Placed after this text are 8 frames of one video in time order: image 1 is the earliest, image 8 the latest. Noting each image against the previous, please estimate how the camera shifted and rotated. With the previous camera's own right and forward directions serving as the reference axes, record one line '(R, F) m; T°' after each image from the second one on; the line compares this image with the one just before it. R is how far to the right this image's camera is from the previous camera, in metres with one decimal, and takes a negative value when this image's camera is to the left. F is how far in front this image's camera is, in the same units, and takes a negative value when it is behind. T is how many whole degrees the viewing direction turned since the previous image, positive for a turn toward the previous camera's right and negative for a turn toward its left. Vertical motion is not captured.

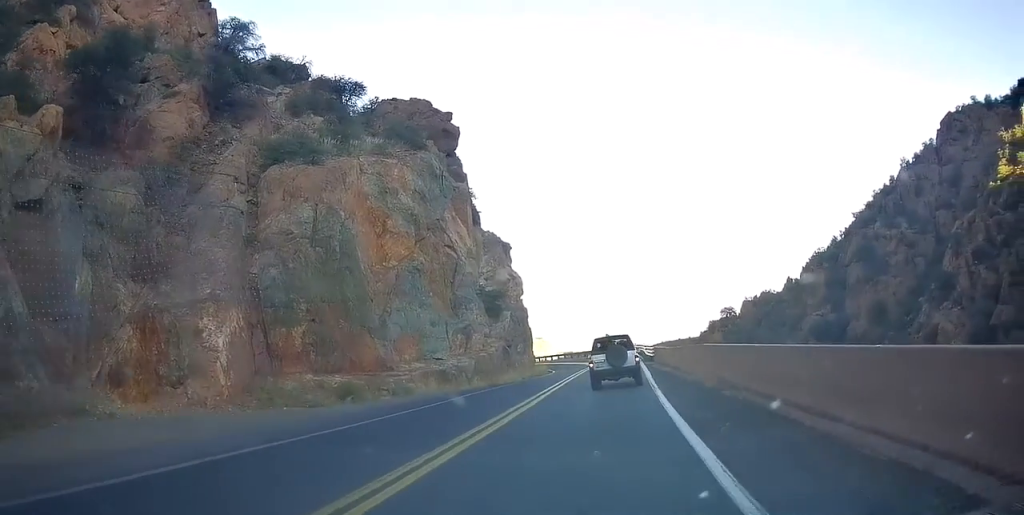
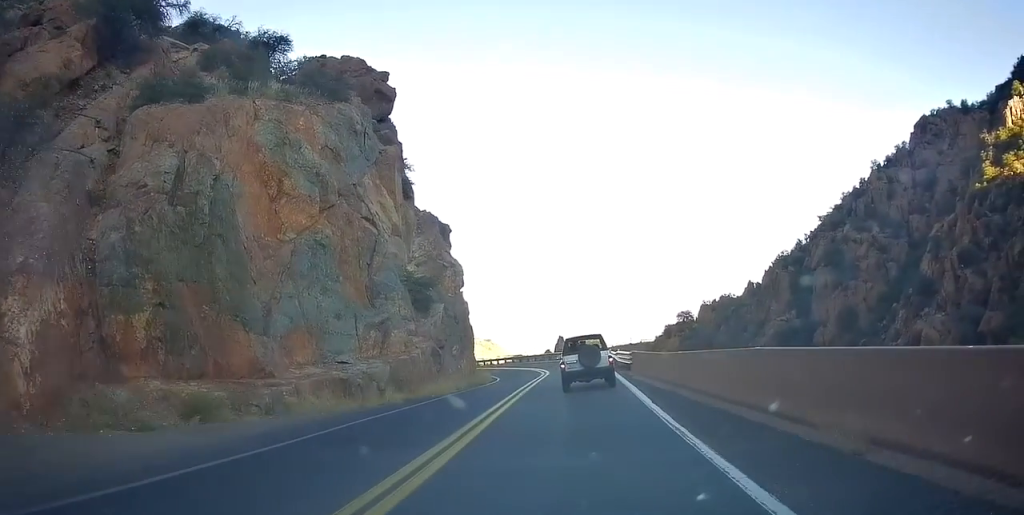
(+0.2, +8.6) m; +5°
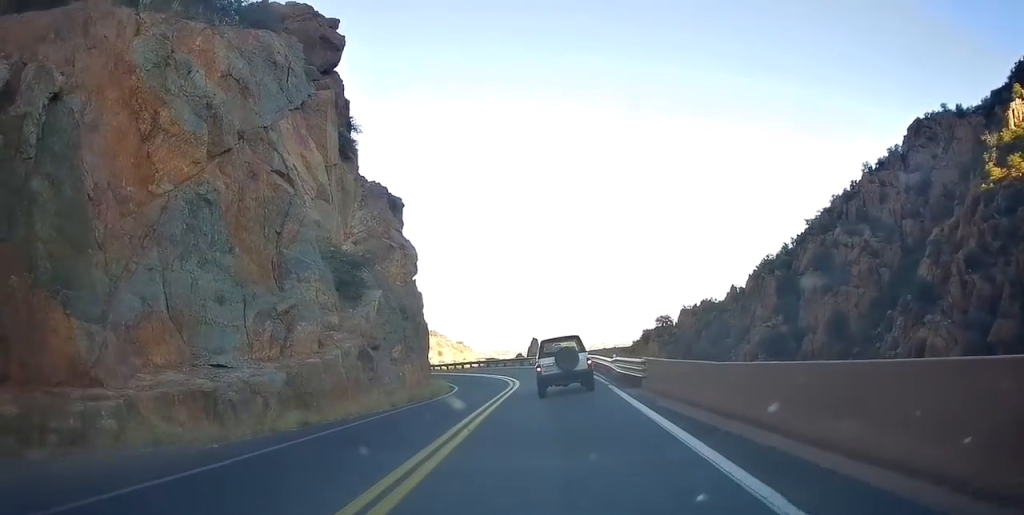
(+0.5, +8.6) m; +5°
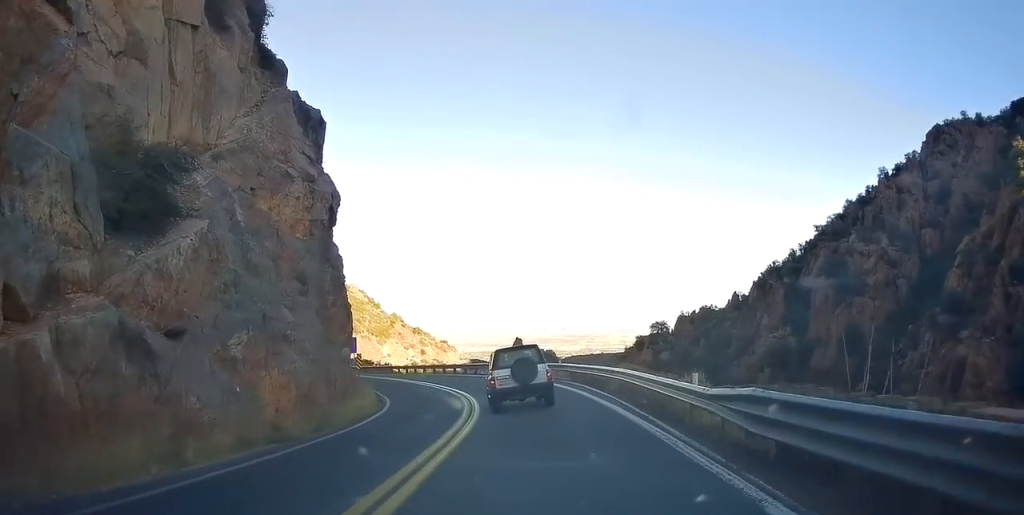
(+0.8, +14.3) m; +4°
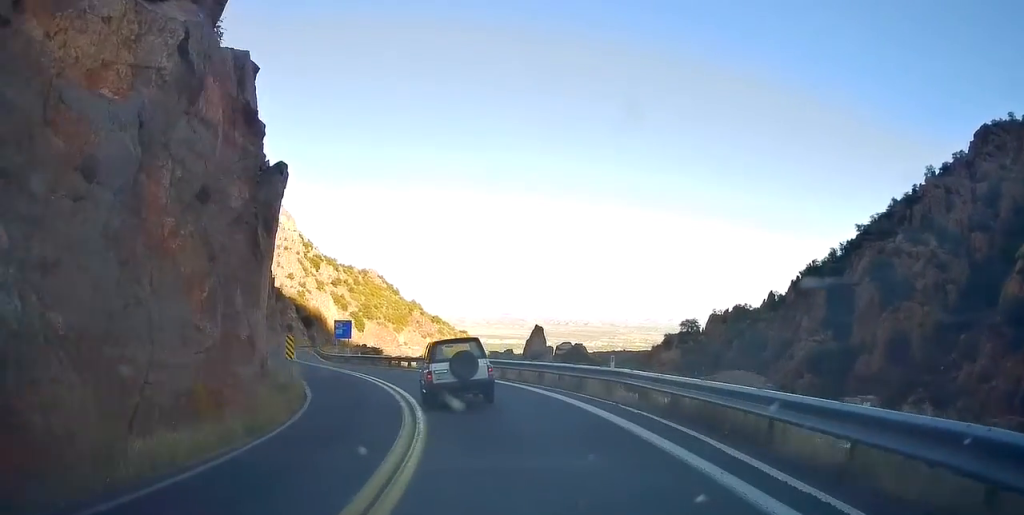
(+0.1, +13.1) m; -5°
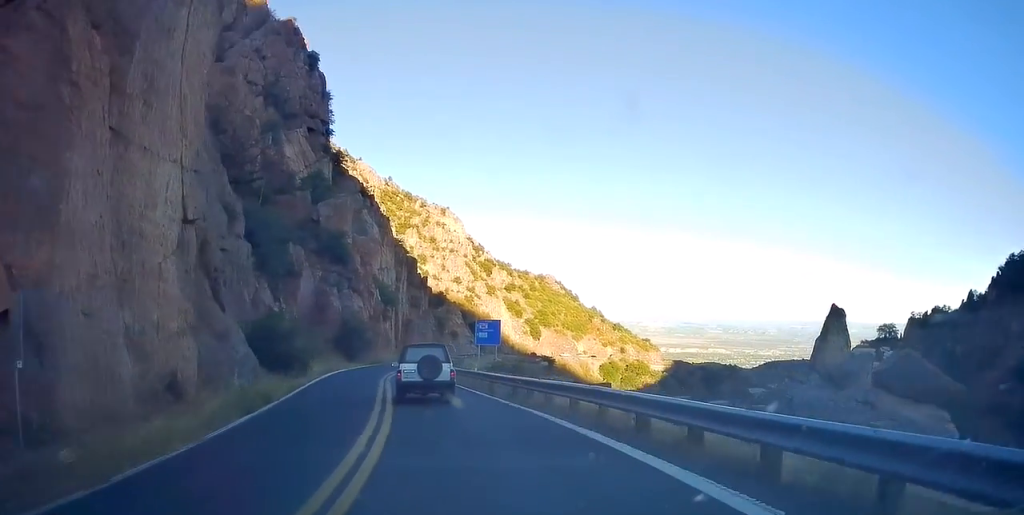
(-3.3, +21.7) m; -14°
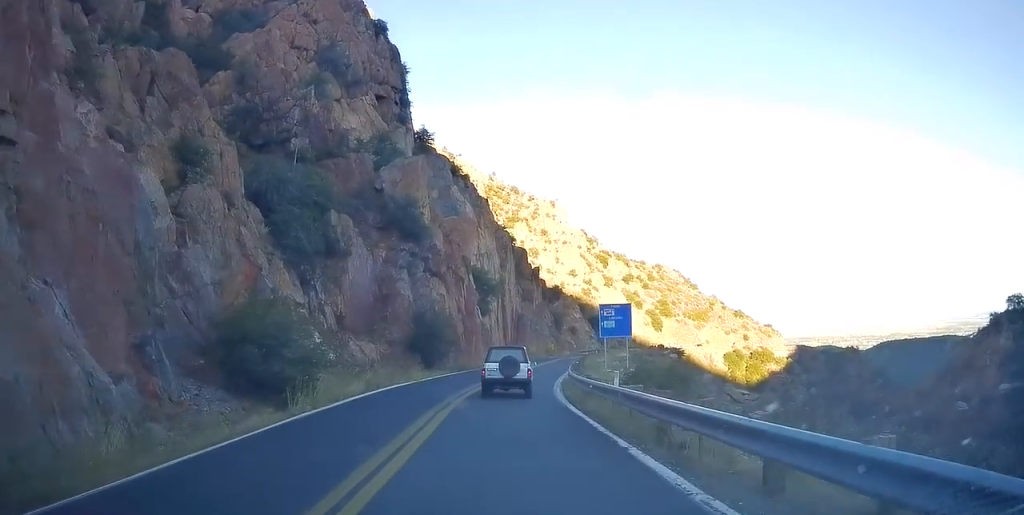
(-1.0, +13.3) m; -10°
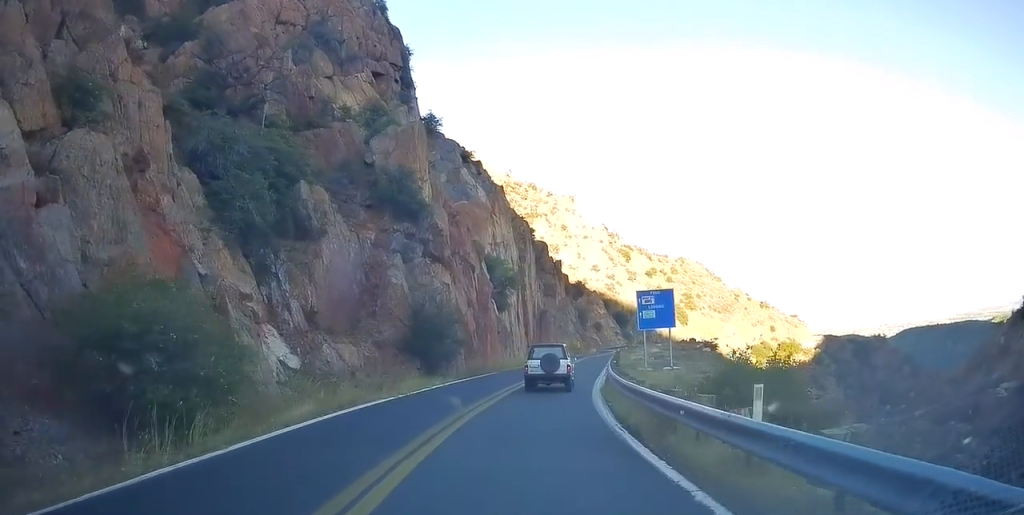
(-0.5, +6.9) m; -5°
